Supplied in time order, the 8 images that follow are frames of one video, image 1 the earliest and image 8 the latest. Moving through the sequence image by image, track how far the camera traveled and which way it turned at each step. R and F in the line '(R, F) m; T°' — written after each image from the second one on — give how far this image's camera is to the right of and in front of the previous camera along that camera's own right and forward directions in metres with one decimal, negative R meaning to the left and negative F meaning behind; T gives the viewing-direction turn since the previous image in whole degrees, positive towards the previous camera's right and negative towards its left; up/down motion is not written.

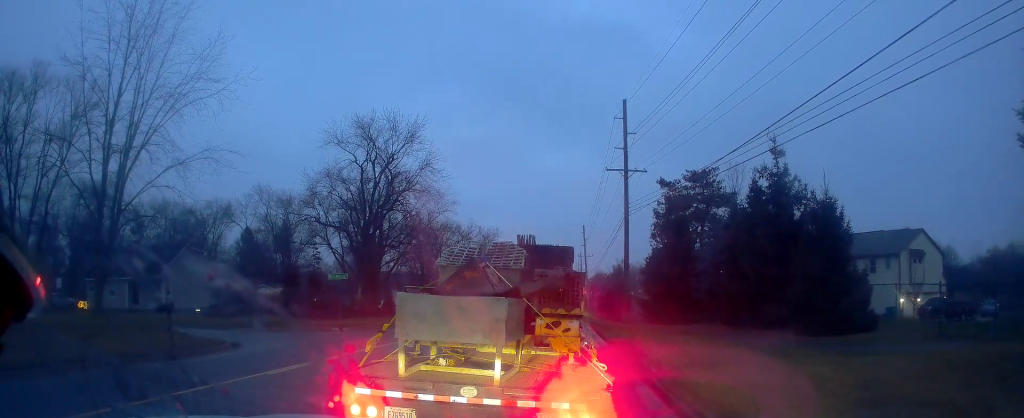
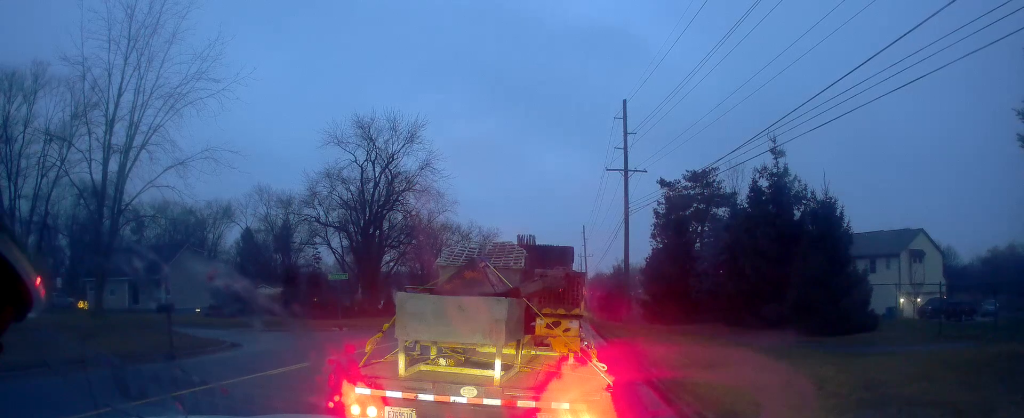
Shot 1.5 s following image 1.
(0.0, 0.0) m; 0°
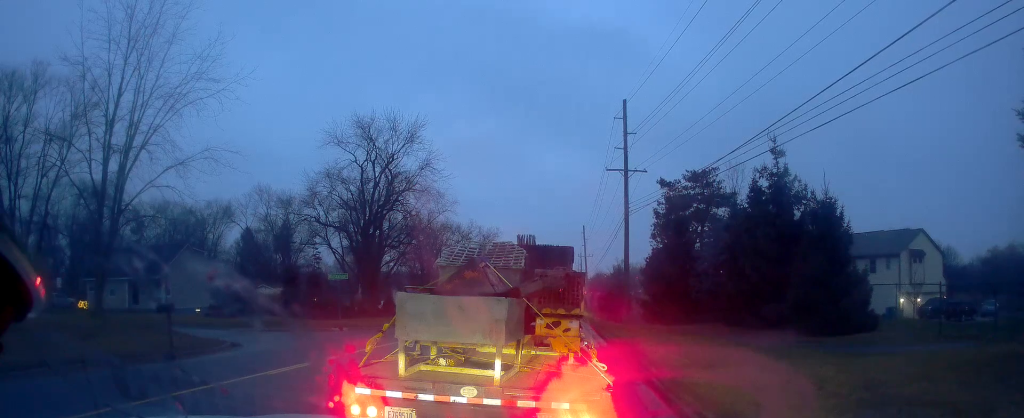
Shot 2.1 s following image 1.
(0.0, 0.0) m; 0°
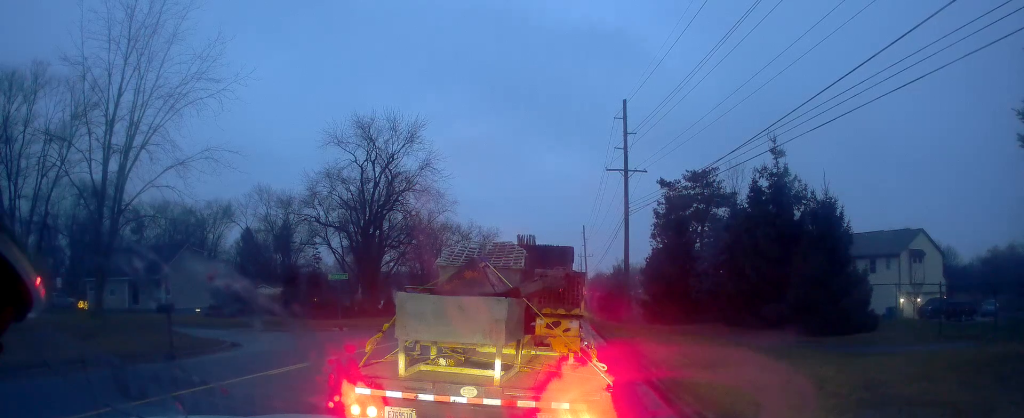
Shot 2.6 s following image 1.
(0.0, 0.0) m; 0°
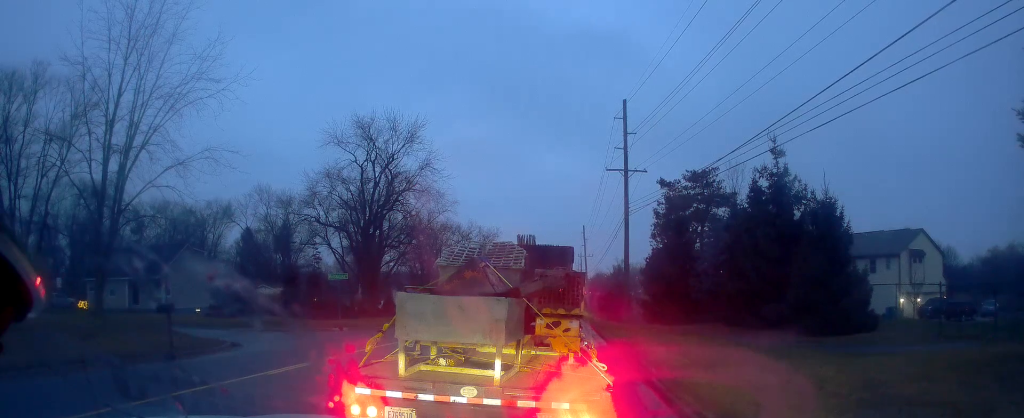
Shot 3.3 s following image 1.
(0.0, 0.0) m; 0°
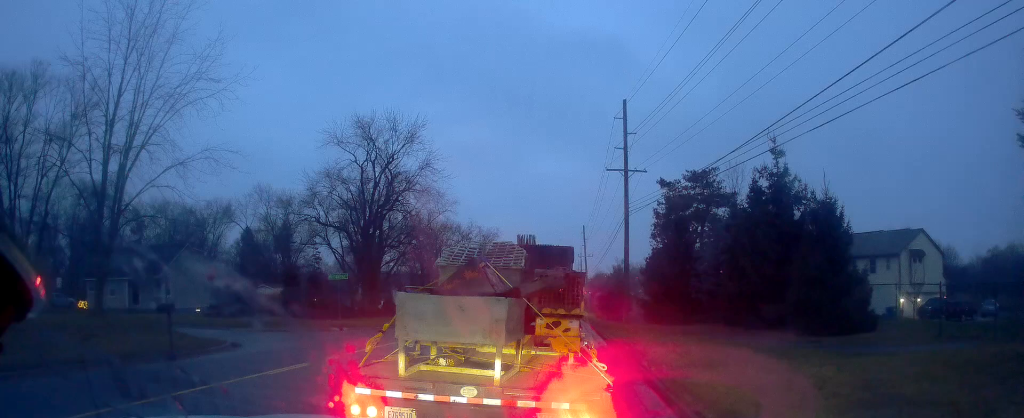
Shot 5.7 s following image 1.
(0.0, +0.3) m; 0°
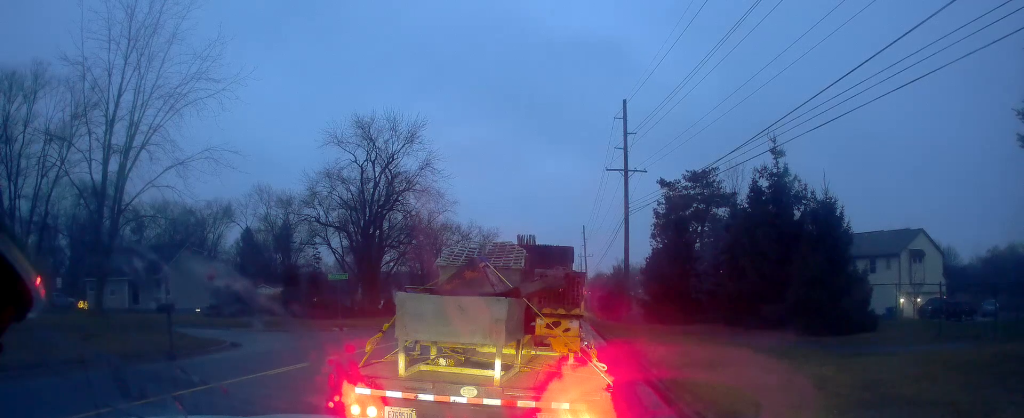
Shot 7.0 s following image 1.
(0.0, 0.0) m; 0°
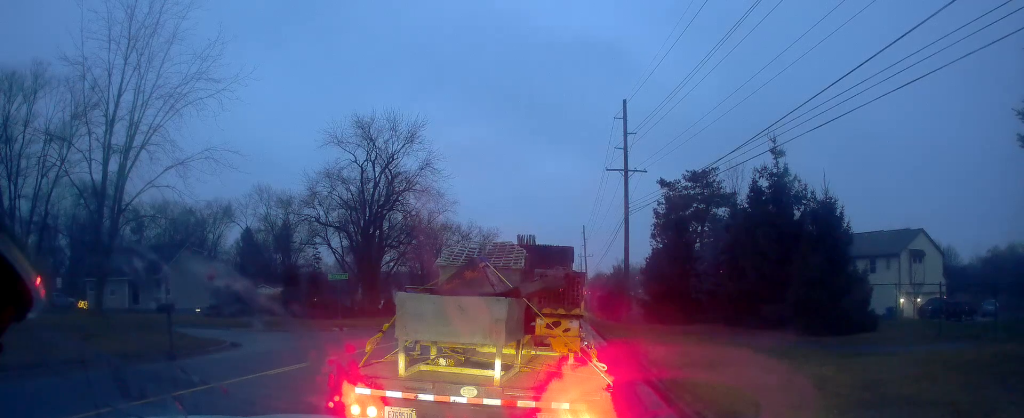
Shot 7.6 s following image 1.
(0.0, 0.0) m; 0°
